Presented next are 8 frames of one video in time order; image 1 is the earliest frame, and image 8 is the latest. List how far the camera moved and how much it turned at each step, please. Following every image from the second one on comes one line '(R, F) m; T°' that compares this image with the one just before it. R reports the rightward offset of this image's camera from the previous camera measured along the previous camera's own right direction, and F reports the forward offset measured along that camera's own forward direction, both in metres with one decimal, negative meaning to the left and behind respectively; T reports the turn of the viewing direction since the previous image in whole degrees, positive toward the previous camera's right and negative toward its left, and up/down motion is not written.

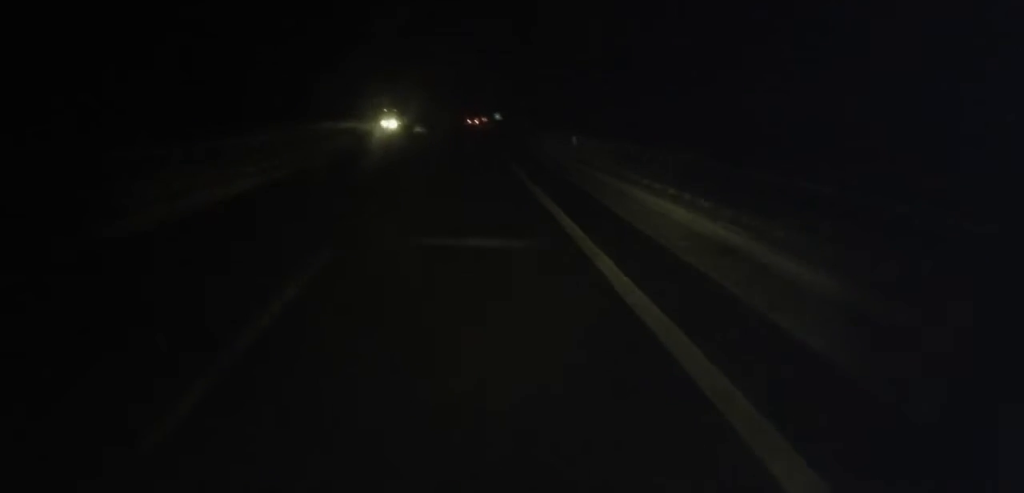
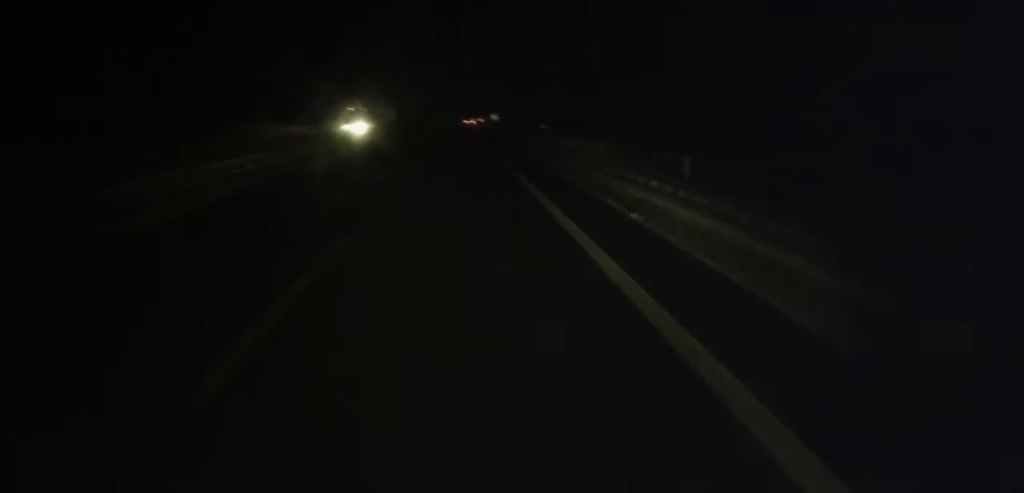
(+0.2, +16.9) m; +1°
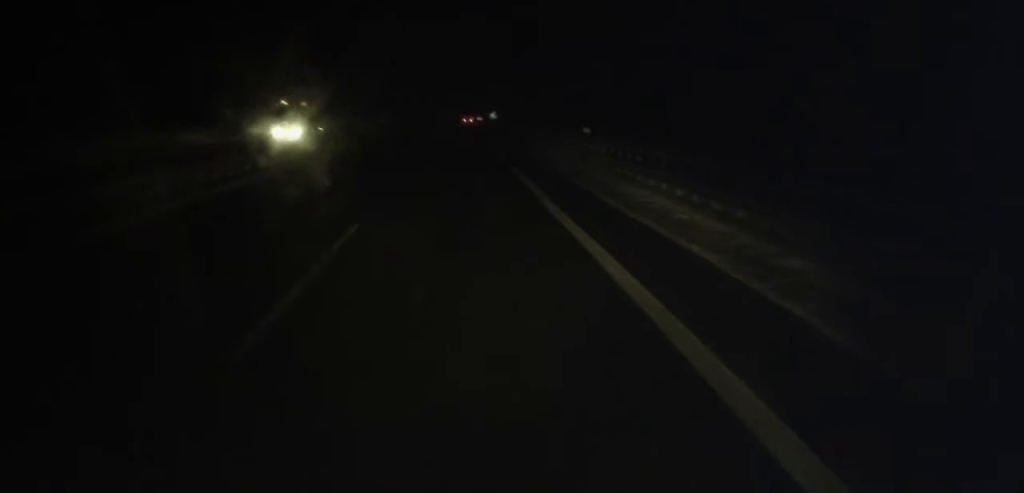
(+0.2, +16.9) m; +1°
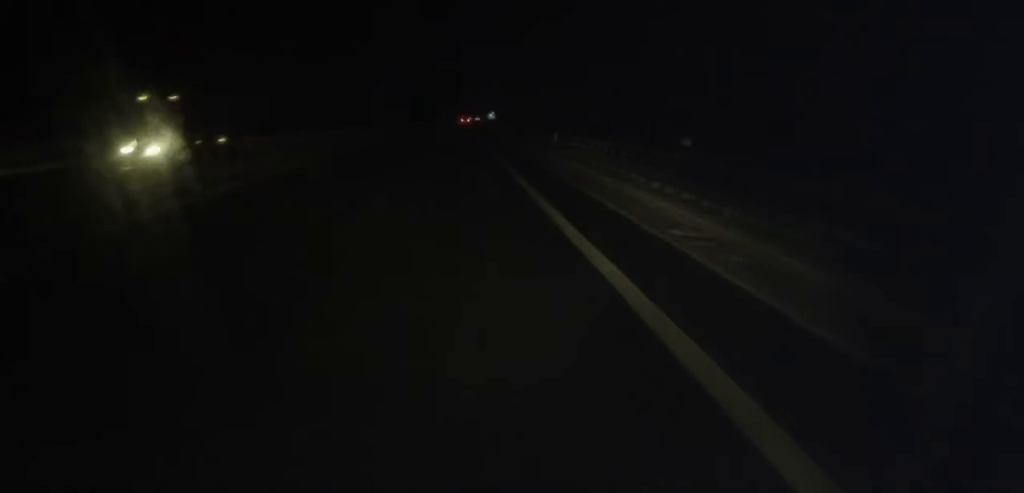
(0.0, +13.9) m; 0°
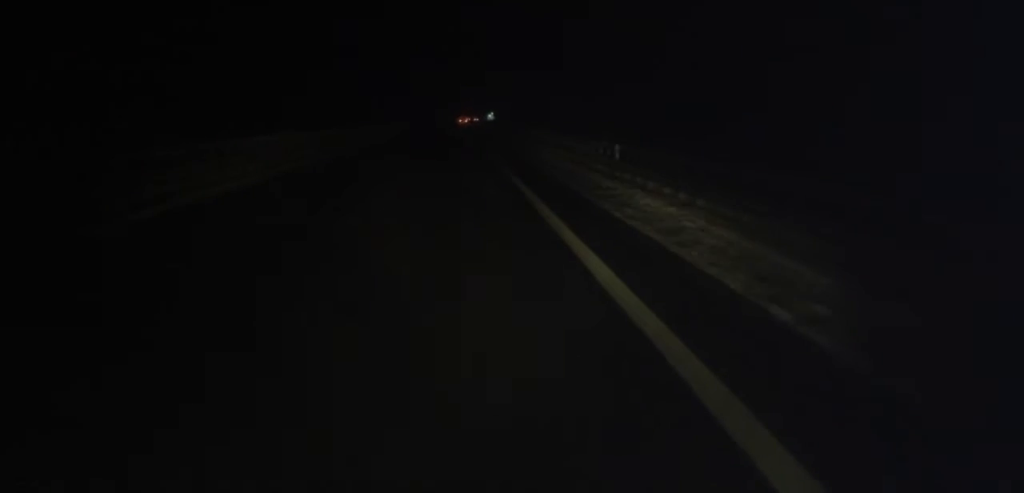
(0.0, +14.7) m; 0°
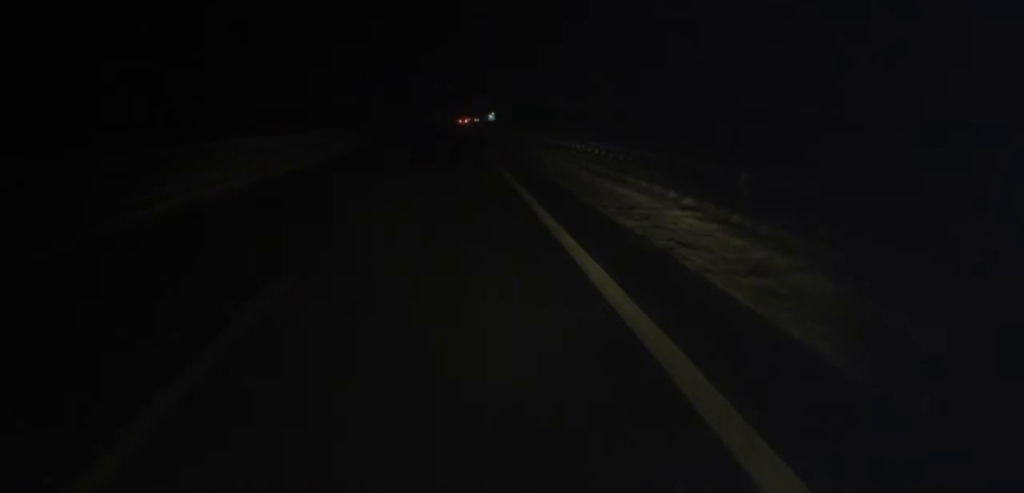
(0.0, +10.1) m; 0°
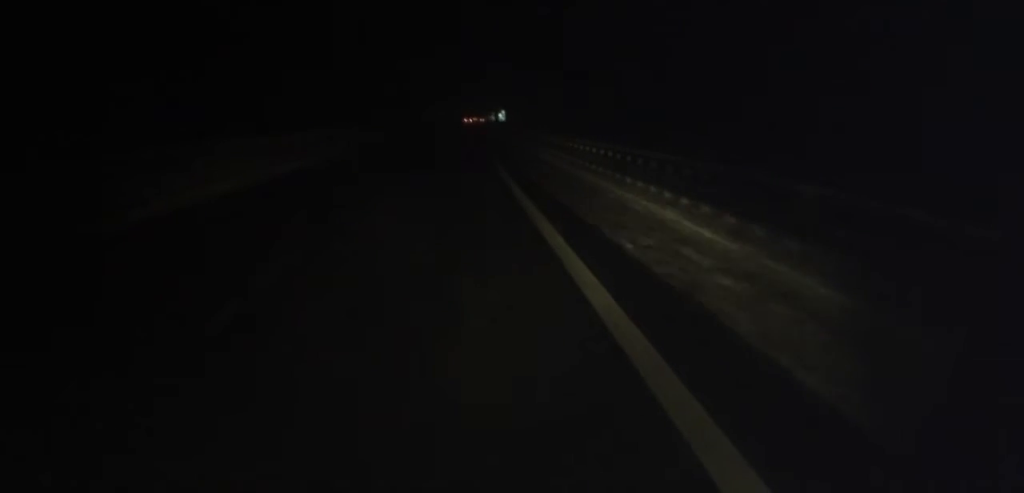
(+1.1, +50.0) m; +1°
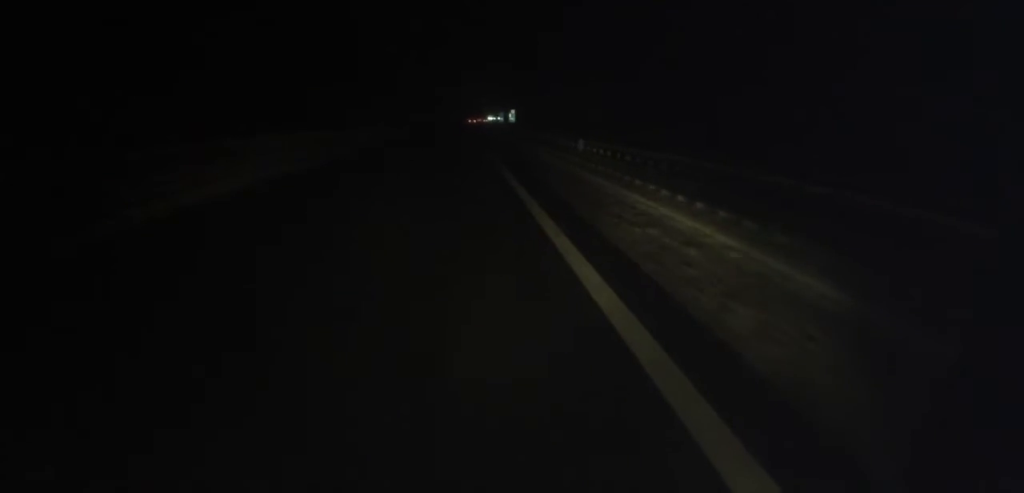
(-0.2, +28.7) m; 0°
